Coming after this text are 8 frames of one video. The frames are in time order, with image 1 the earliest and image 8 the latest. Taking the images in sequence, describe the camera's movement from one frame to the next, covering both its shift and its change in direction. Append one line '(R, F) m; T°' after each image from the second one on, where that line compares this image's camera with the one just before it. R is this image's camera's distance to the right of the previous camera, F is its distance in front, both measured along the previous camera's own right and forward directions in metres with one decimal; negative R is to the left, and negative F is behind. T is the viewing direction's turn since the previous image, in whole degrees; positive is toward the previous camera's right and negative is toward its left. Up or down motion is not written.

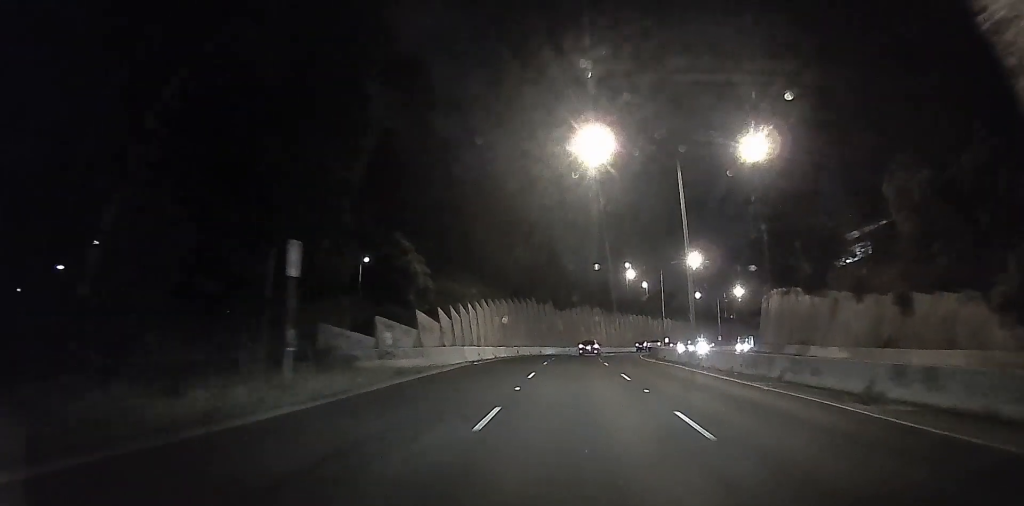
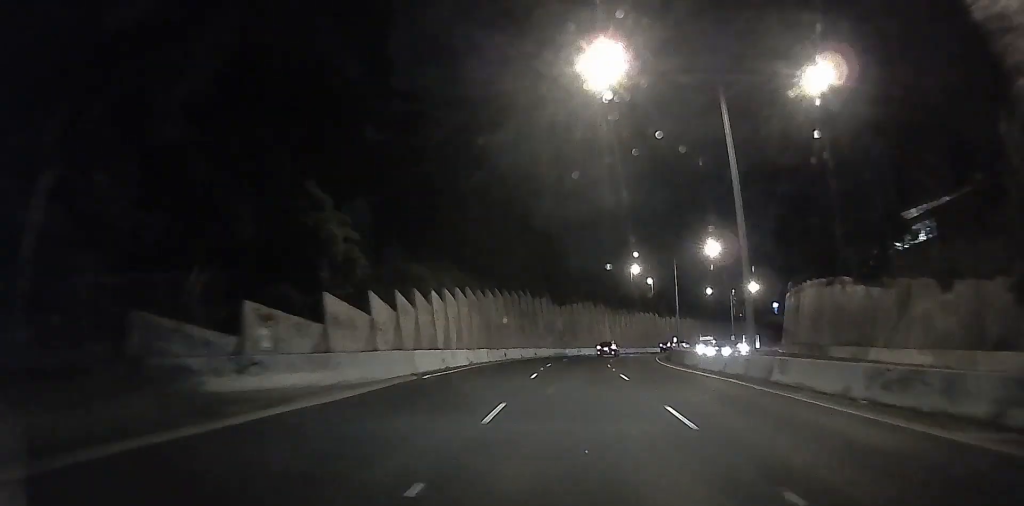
(+0.1, +10.1) m; +2°
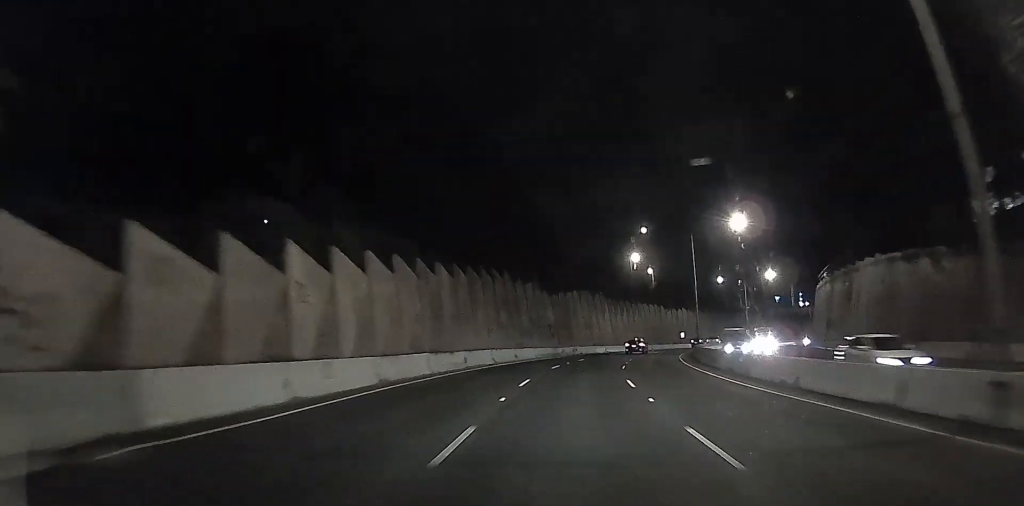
(+0.4, +14.5) m; +5°
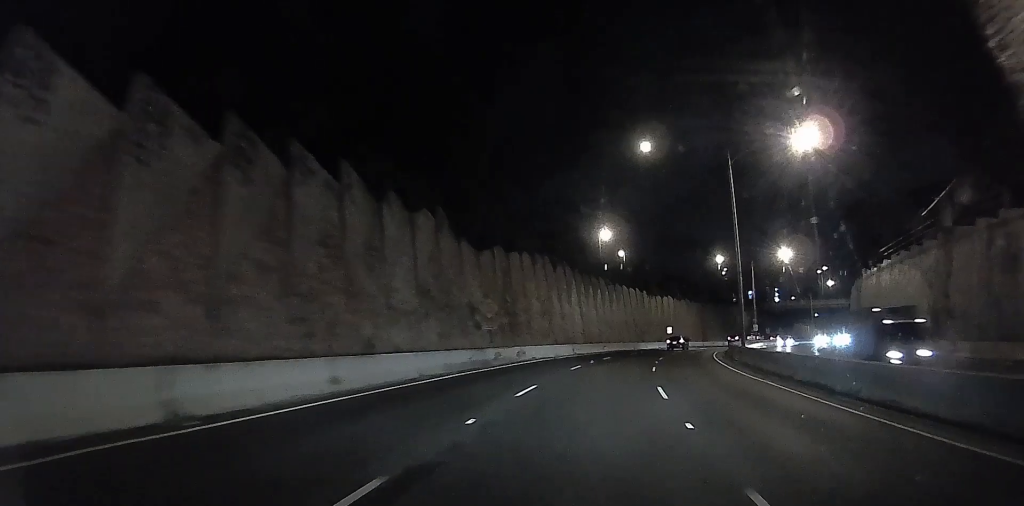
(+3.0, +29.5) m; +10°
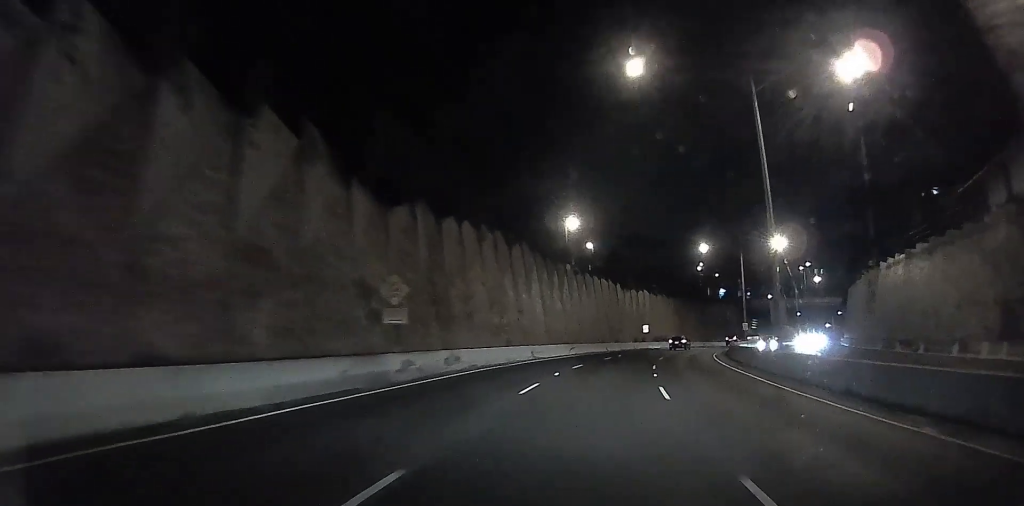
(+0.4, +13.6) m; +3°
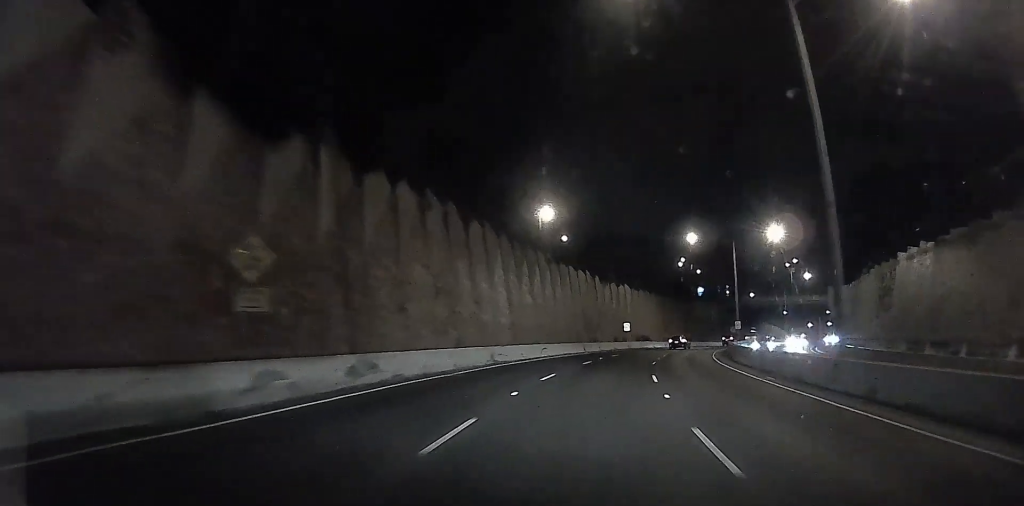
(+0.1, +9.5) m; +1°
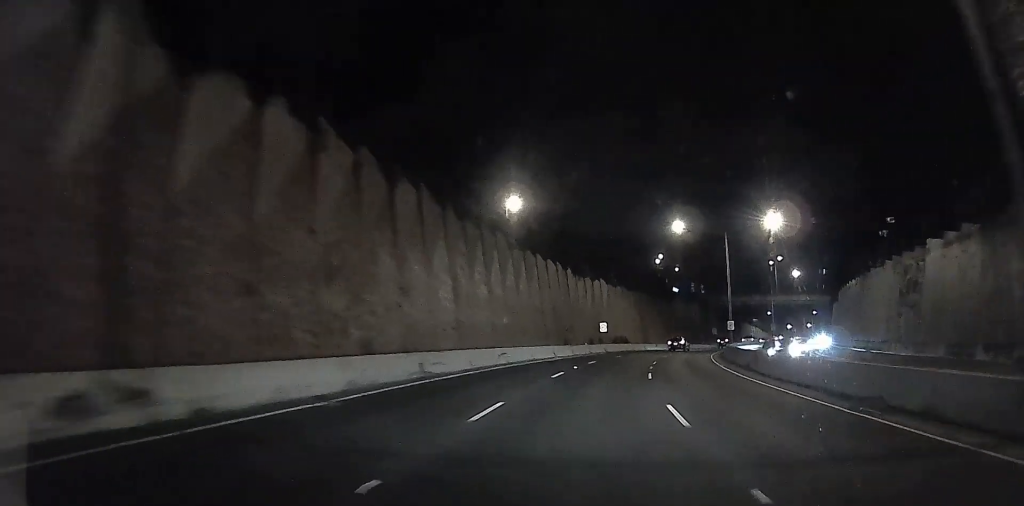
(+0.1, +9.8) m; +2°
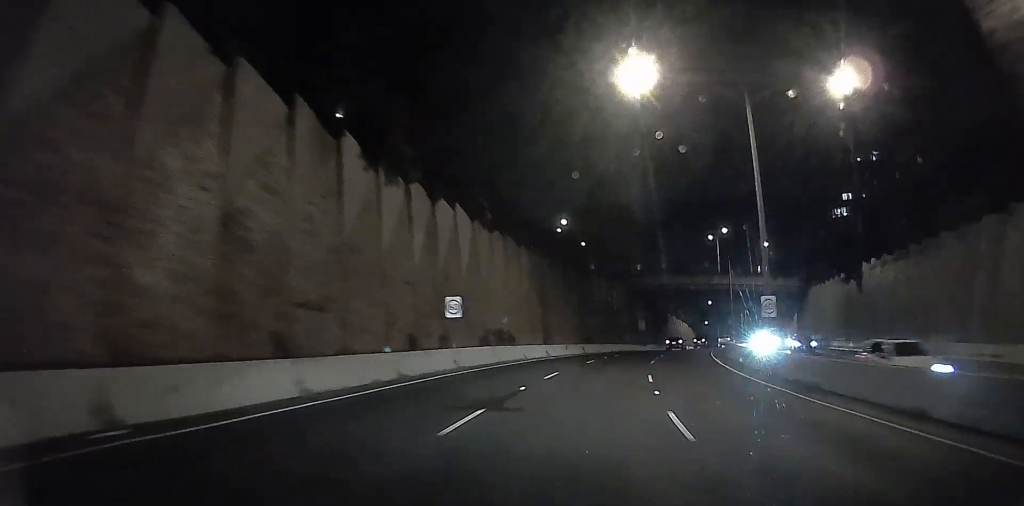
(+2.1, +33.8) m; +6°
